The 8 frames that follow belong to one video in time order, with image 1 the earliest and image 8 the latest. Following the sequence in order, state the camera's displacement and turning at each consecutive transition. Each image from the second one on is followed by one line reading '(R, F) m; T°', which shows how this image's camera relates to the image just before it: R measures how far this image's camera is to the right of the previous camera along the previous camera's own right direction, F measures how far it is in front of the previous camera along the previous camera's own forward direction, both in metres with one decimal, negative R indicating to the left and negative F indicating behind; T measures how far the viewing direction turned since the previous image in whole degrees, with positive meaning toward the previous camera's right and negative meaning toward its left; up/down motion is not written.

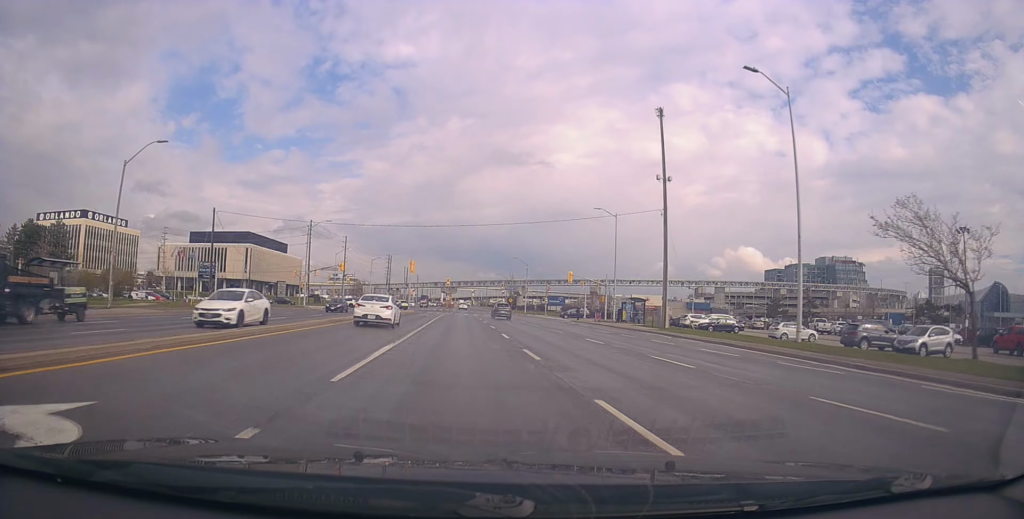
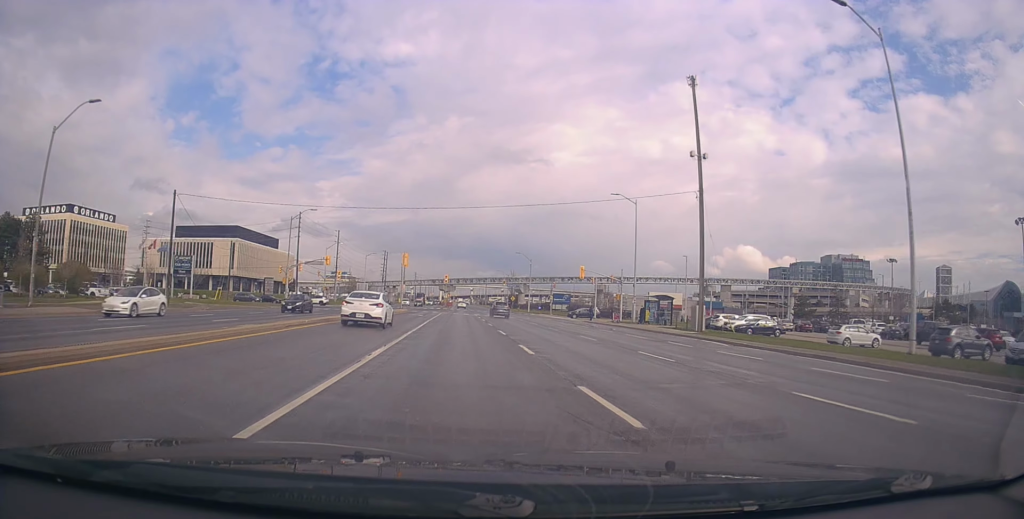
(-0.1, +7.8) m; 0°
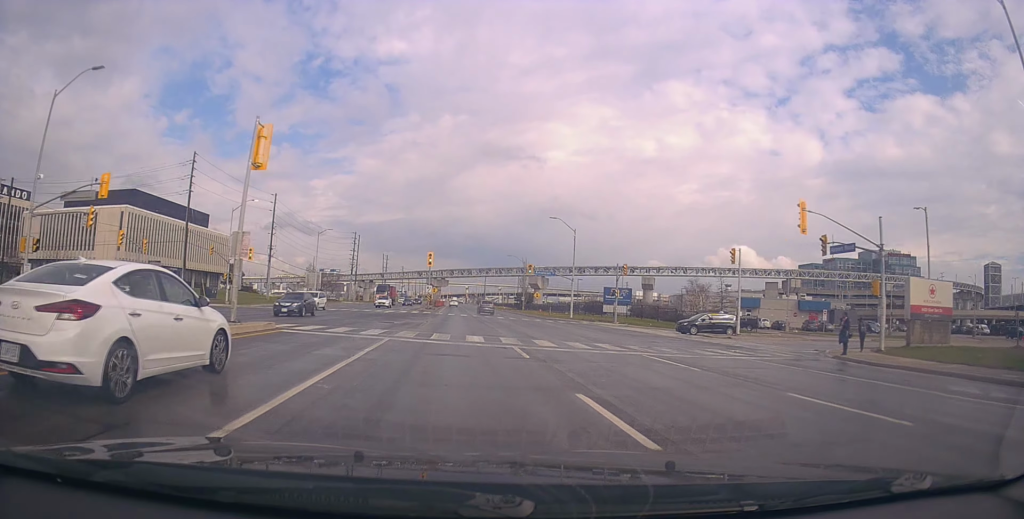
(+0.1, +46.3) m; 0°
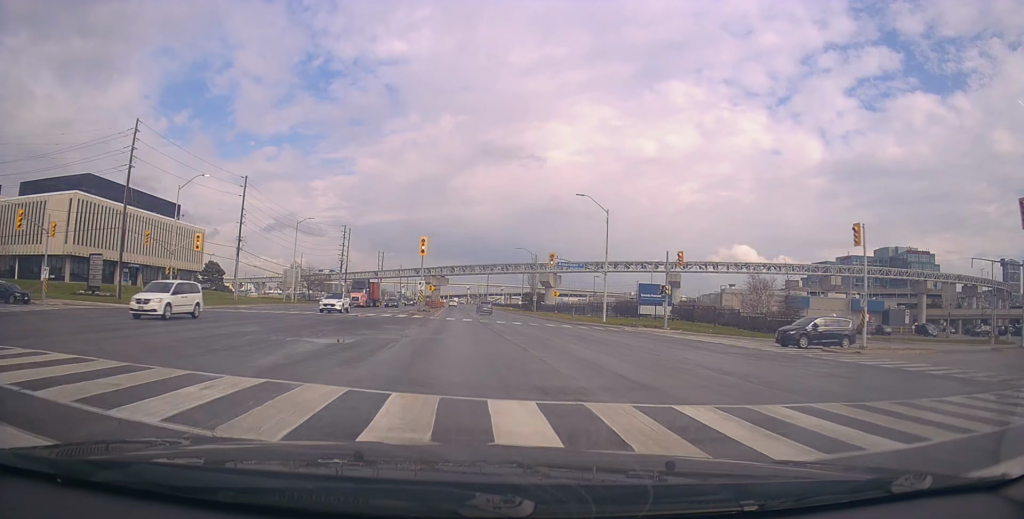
(-0.1, +14.2) m; +1°
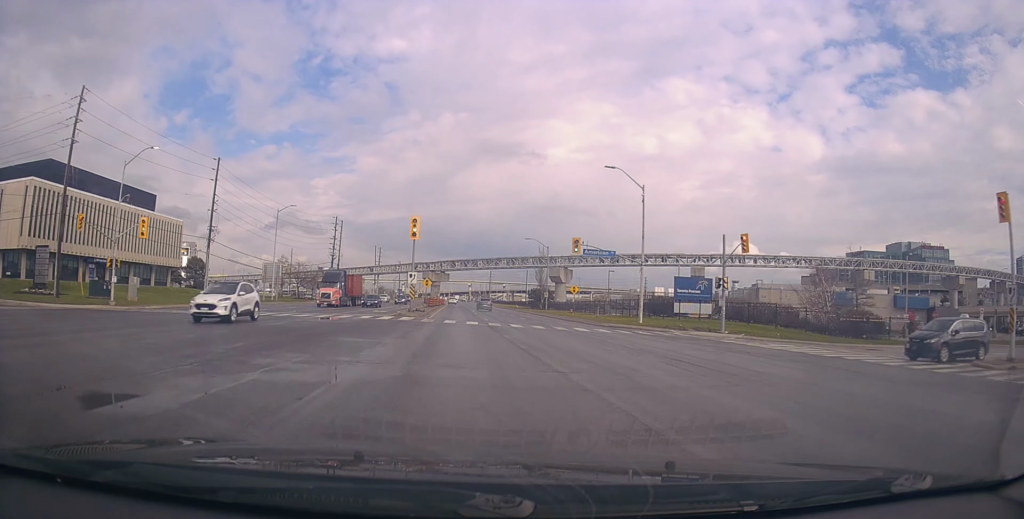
(+0.3, +10.6) m; 0°
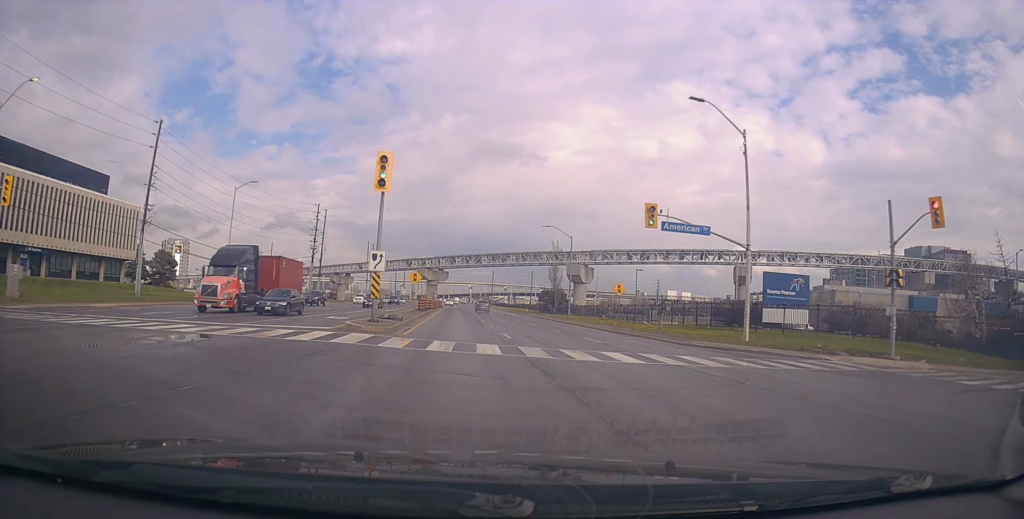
(-0.2, +15.8) m; -1°
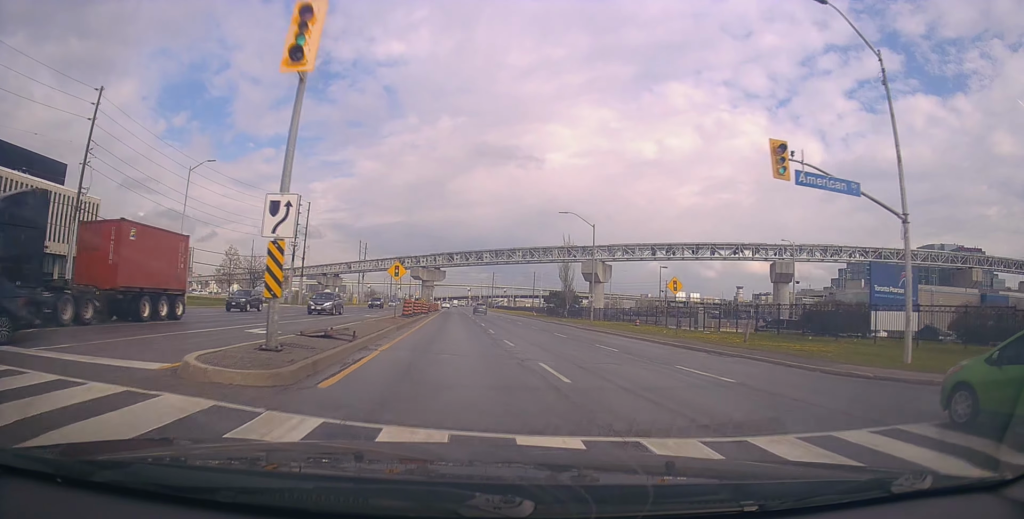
(-0.1, +11.3) m; 0°
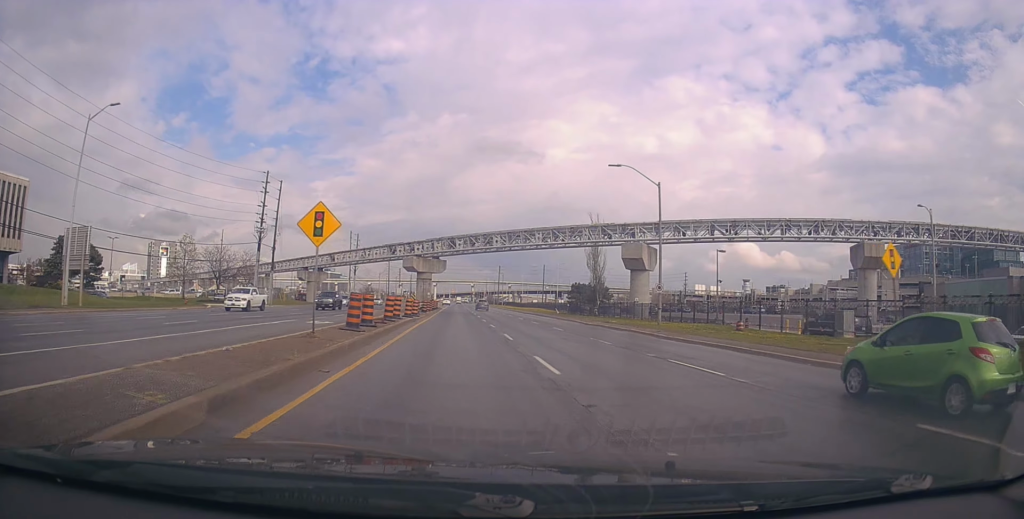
(+0.1, +17.1) m; 0°
